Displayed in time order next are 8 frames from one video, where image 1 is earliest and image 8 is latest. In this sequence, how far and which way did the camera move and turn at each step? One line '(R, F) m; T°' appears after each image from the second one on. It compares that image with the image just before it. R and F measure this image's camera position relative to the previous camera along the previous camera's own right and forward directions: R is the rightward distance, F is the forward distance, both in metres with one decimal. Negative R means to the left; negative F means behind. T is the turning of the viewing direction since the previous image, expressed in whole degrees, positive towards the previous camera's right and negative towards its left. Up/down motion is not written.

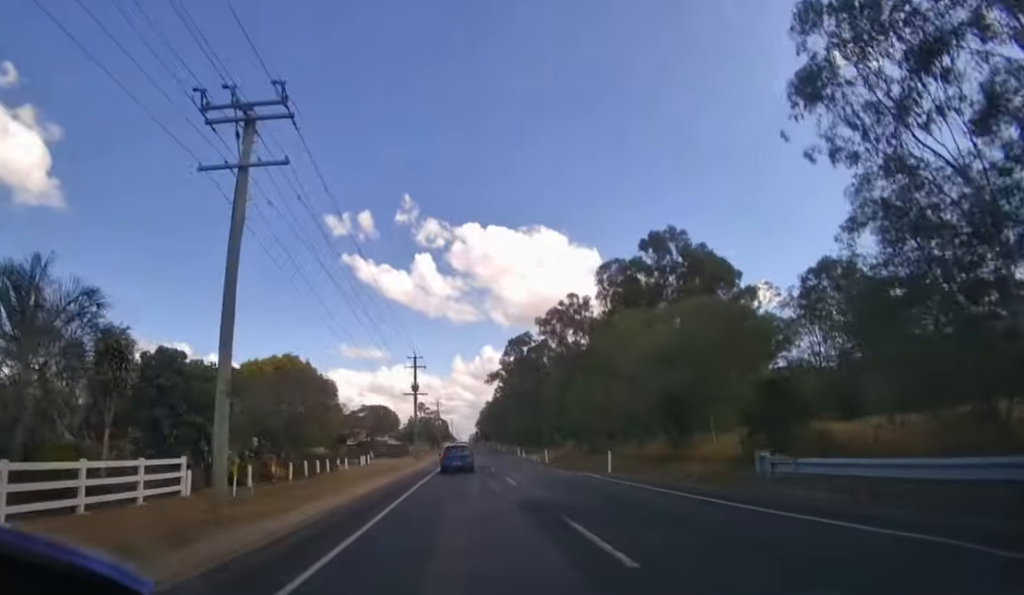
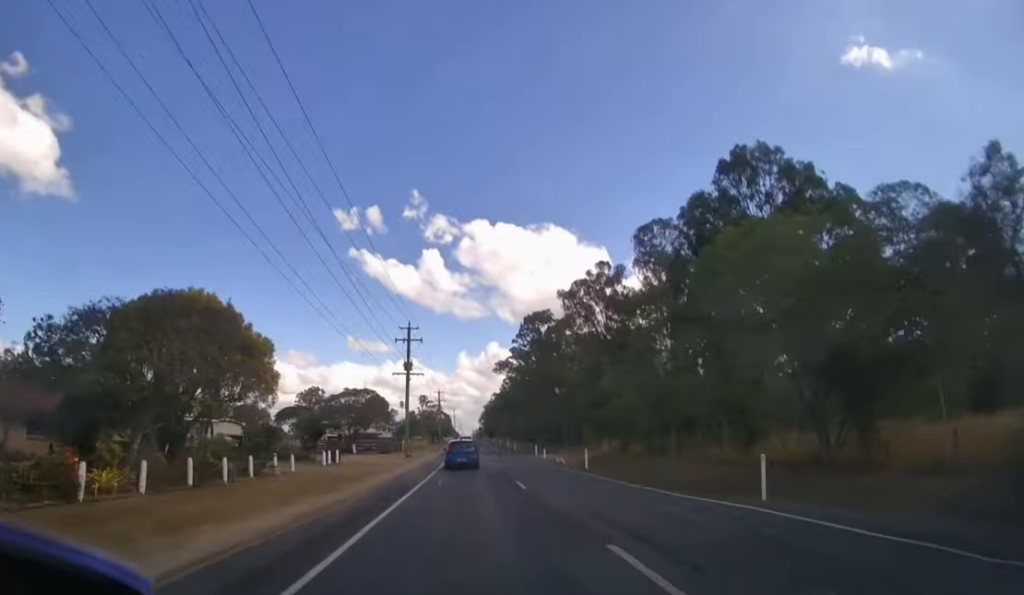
(0.0, +12.3) m; 0°
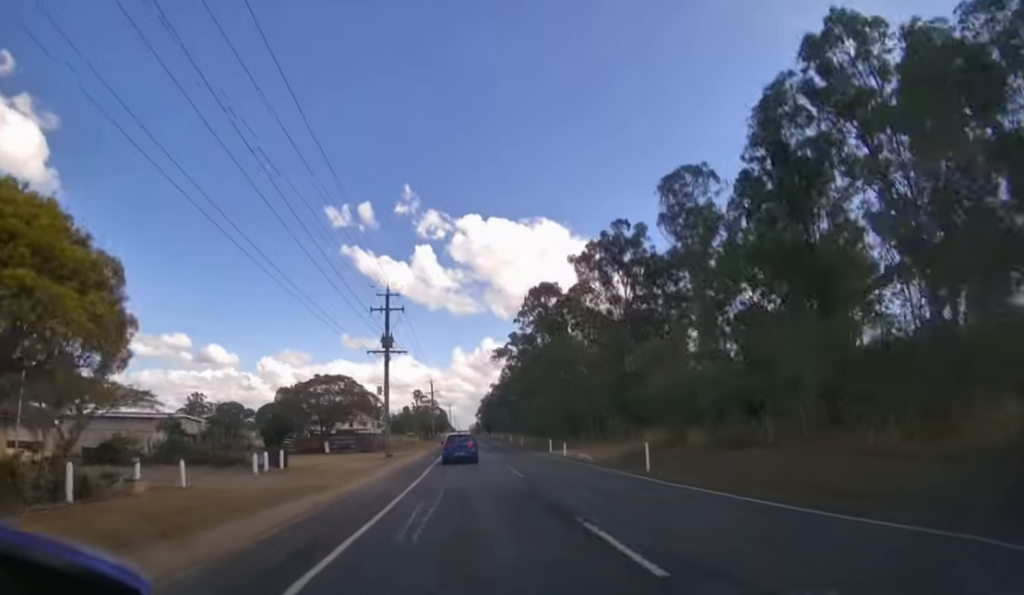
(0.0, +10.9) m; 0°
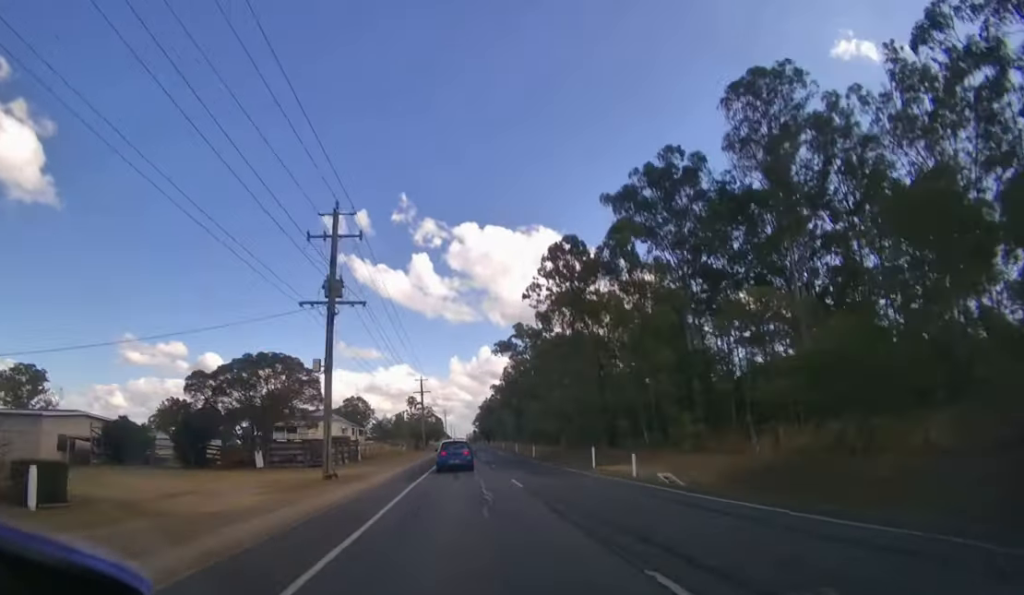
(0.0, +16.7) m; 0°
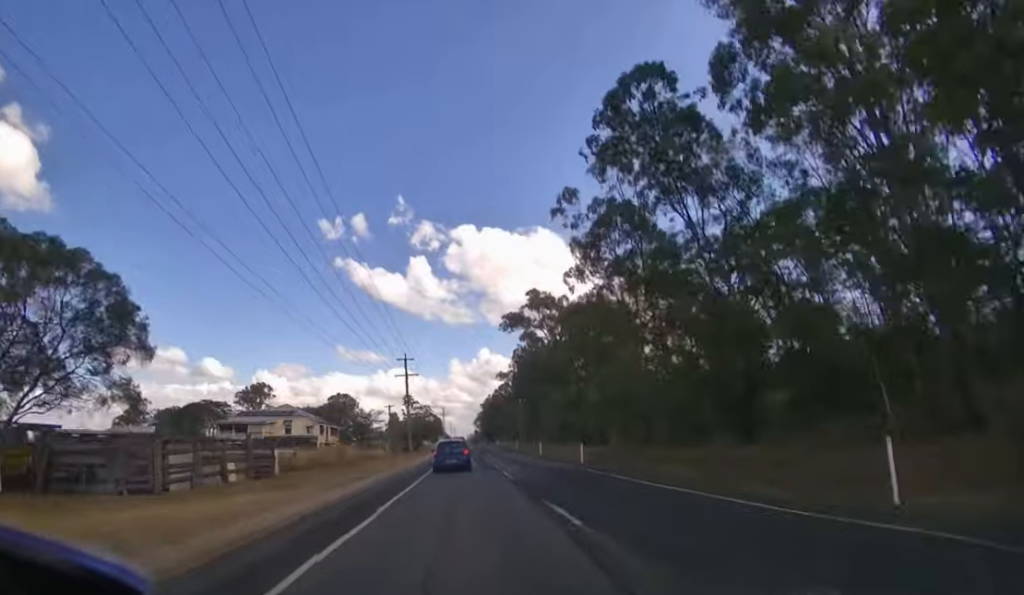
(+0.1, +23.0) m; 0°
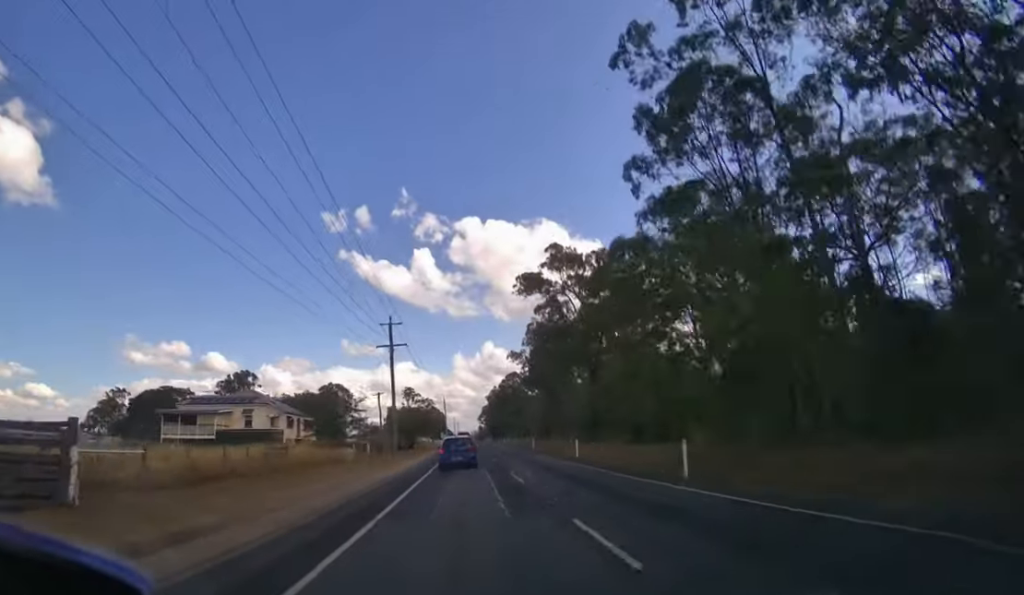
(0.0, +15.3) m; 0°
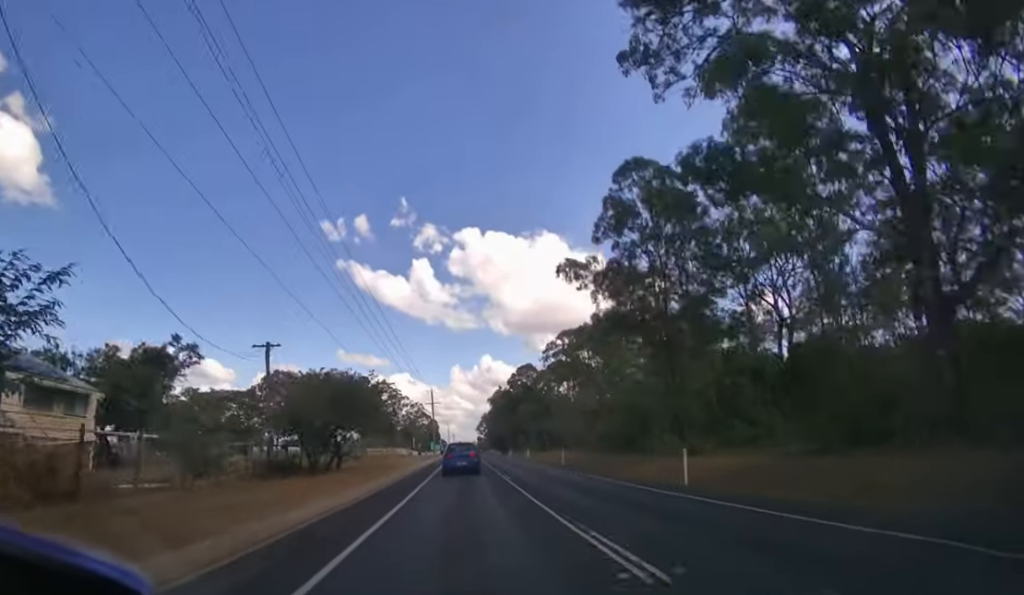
(0.0, +38.8) m; 0°
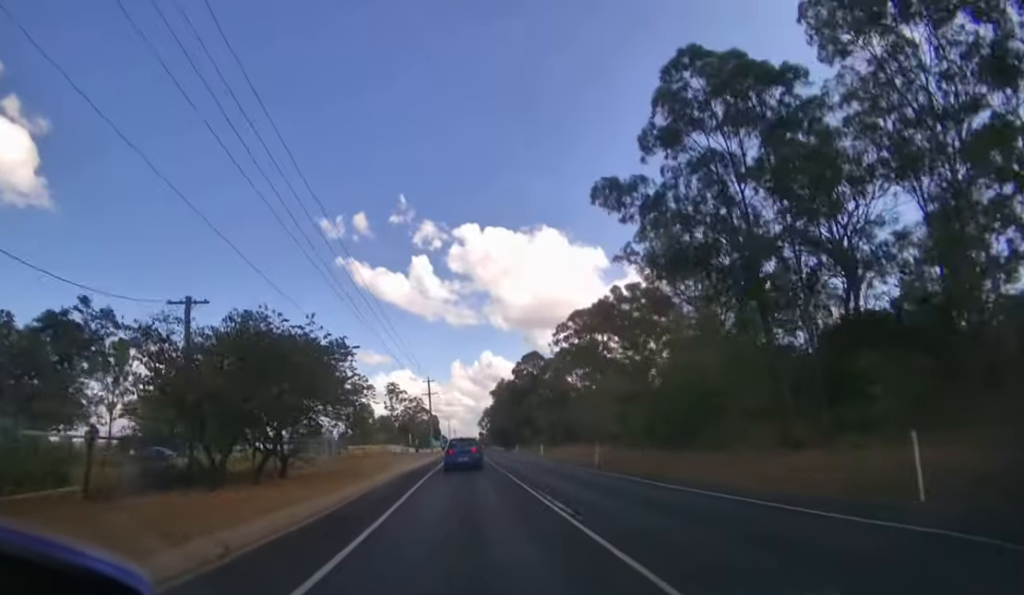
(0.0, +9.0) m; 0°
